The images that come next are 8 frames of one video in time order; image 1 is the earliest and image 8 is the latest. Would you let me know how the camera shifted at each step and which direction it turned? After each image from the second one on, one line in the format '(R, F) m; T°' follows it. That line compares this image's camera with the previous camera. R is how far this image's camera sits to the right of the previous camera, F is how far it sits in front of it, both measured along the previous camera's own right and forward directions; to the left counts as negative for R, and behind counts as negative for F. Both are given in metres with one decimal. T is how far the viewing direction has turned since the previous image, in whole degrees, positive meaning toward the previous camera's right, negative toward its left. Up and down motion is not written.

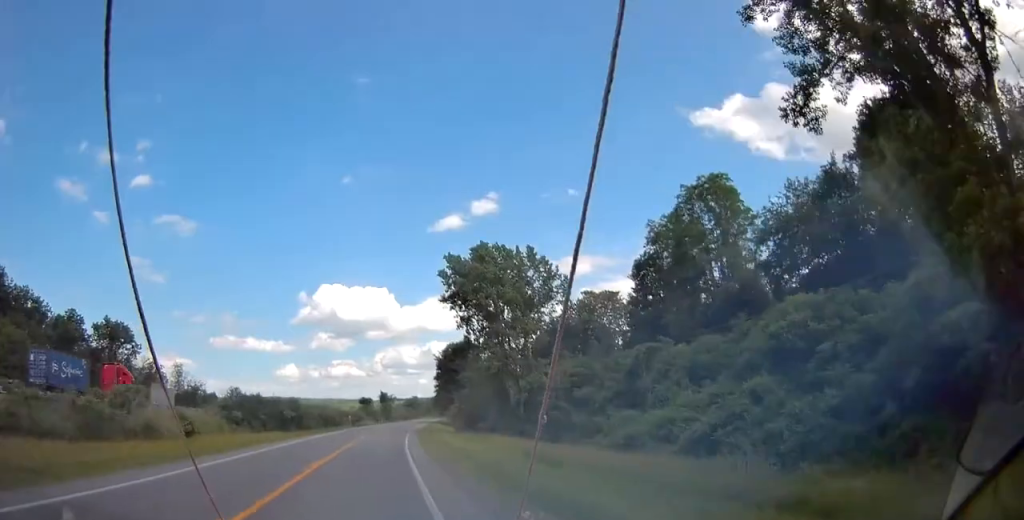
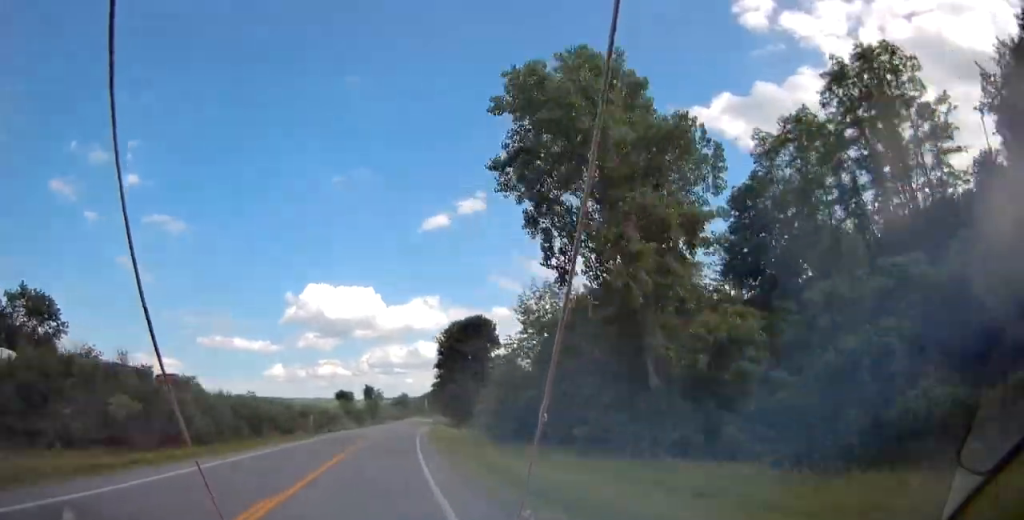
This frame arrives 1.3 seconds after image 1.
(+0.8, +33.1) m; +1°
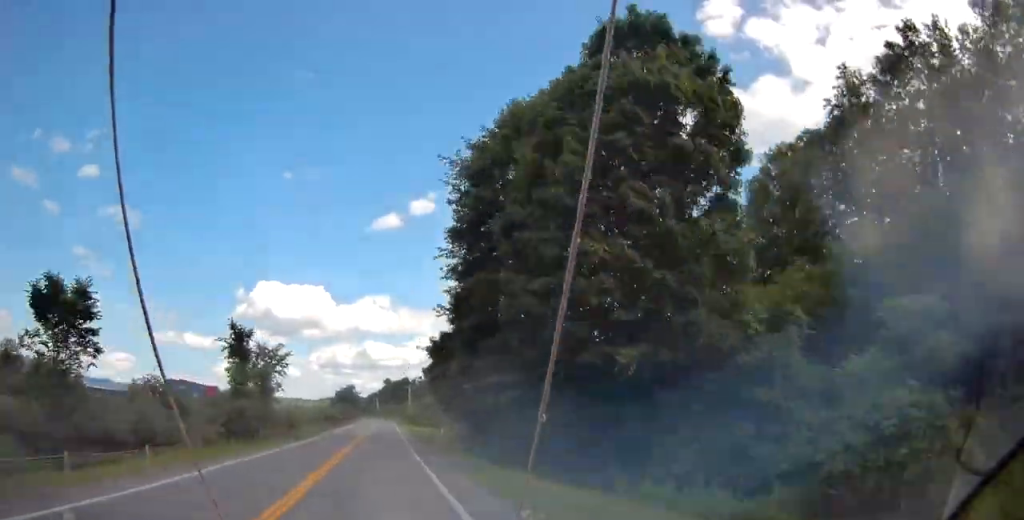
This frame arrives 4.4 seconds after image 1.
(+2.6, +79.2) m; +3°
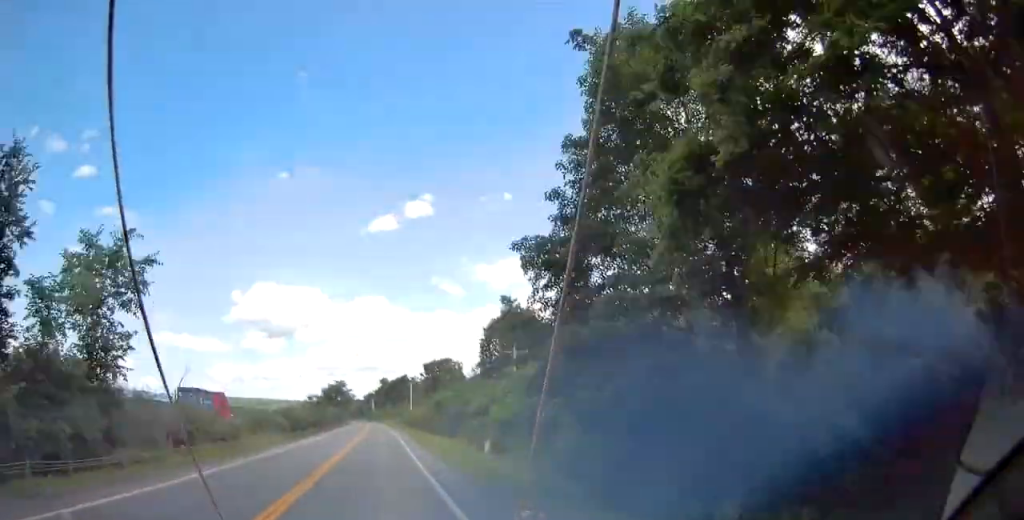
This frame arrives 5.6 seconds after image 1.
(+0.6, +30.7) m; 0°
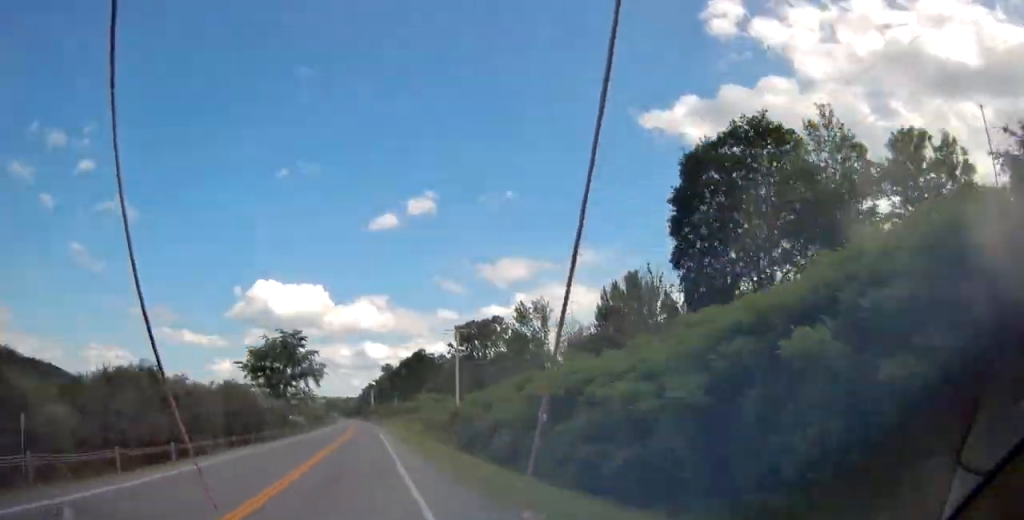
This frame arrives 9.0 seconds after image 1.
(-0.2, +86.8) m; -1°
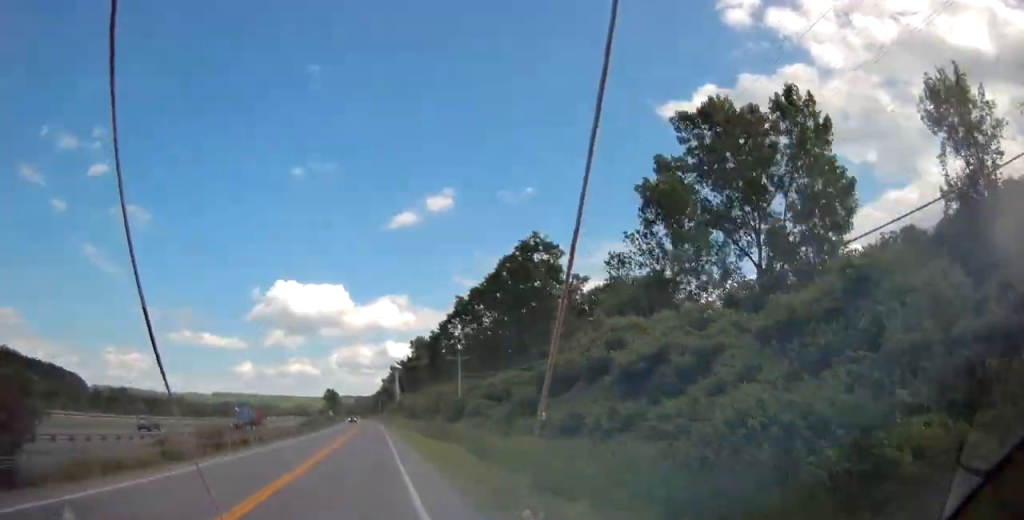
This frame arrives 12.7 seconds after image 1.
(-1.6, +94.1) m; -2°
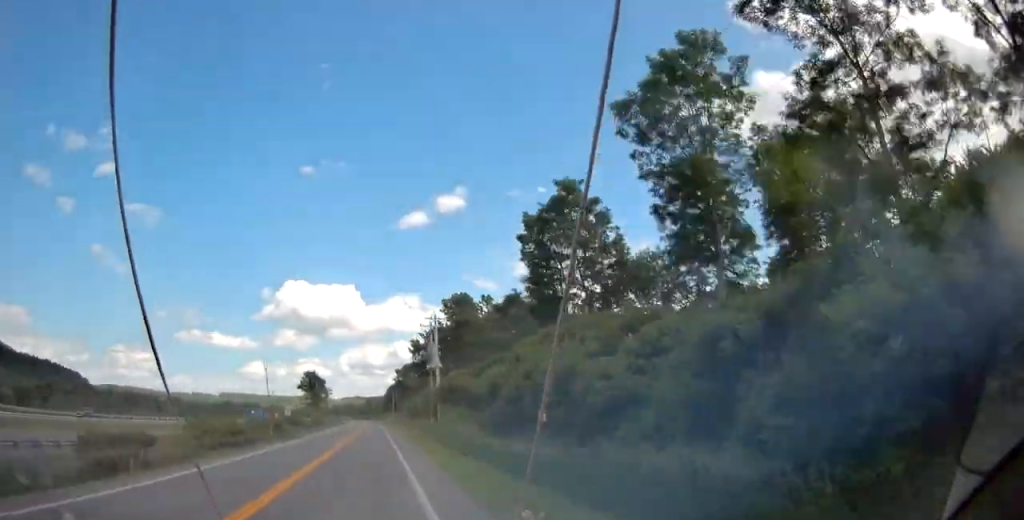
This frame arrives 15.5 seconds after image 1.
(-1.0, +71.1) m; -1°
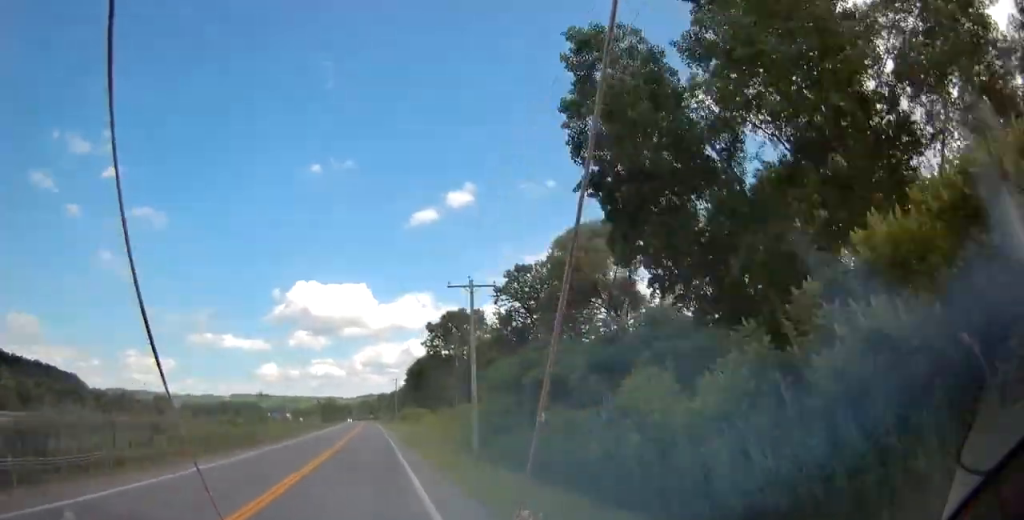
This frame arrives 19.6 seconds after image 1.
(-0.8, +104.0) m; -1°
